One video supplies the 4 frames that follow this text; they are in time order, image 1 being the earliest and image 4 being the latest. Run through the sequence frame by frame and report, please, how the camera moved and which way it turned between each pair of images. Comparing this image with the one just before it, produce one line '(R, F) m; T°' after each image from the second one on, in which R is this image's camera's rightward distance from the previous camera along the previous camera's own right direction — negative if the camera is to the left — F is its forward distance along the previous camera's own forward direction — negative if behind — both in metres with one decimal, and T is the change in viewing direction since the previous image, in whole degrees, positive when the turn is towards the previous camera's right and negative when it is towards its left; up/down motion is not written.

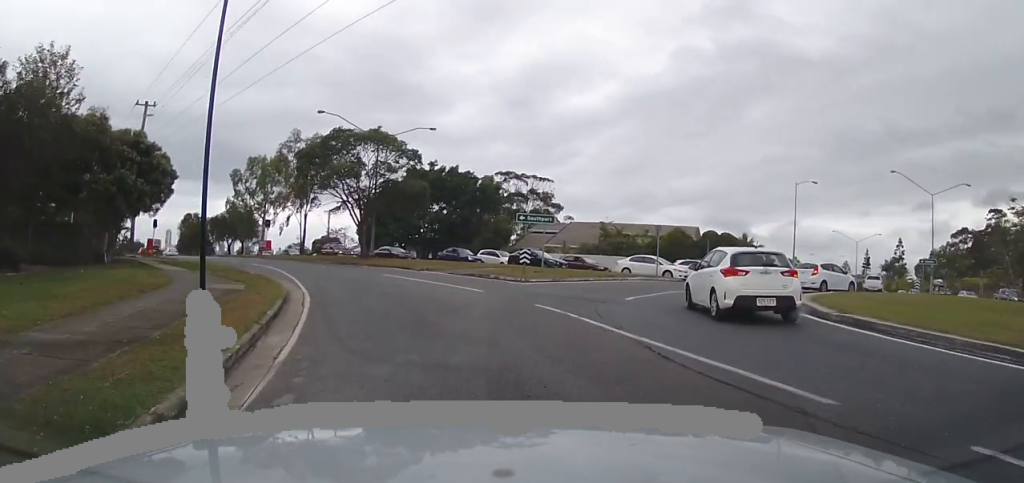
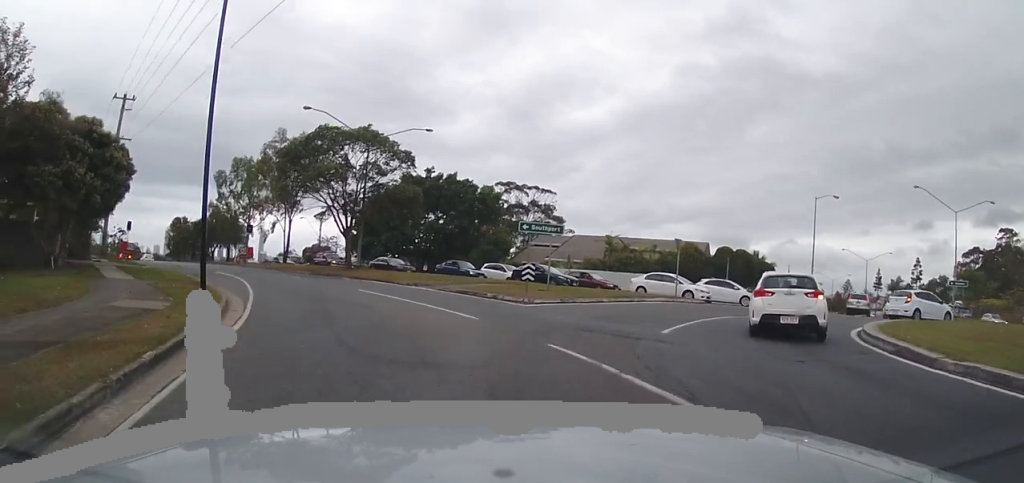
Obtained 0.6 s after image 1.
(-0.1, +2.5) m; +5°
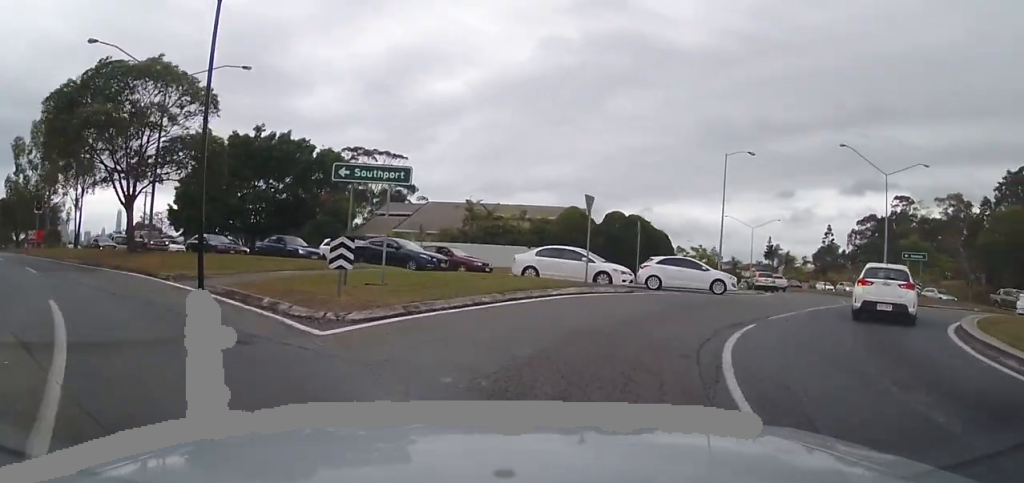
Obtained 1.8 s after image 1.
(+0.8, +7.8) m; +7°
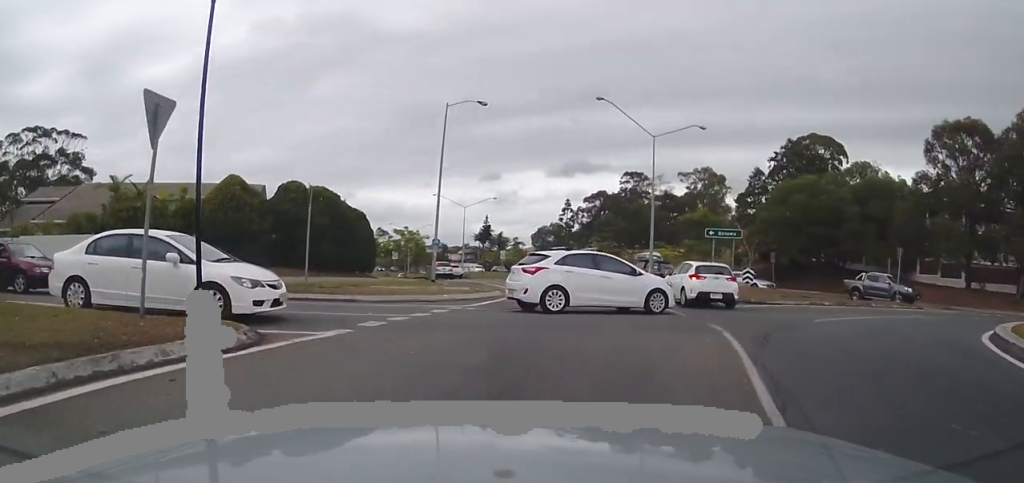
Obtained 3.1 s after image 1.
(+1.3, +11.3) m; +20°
